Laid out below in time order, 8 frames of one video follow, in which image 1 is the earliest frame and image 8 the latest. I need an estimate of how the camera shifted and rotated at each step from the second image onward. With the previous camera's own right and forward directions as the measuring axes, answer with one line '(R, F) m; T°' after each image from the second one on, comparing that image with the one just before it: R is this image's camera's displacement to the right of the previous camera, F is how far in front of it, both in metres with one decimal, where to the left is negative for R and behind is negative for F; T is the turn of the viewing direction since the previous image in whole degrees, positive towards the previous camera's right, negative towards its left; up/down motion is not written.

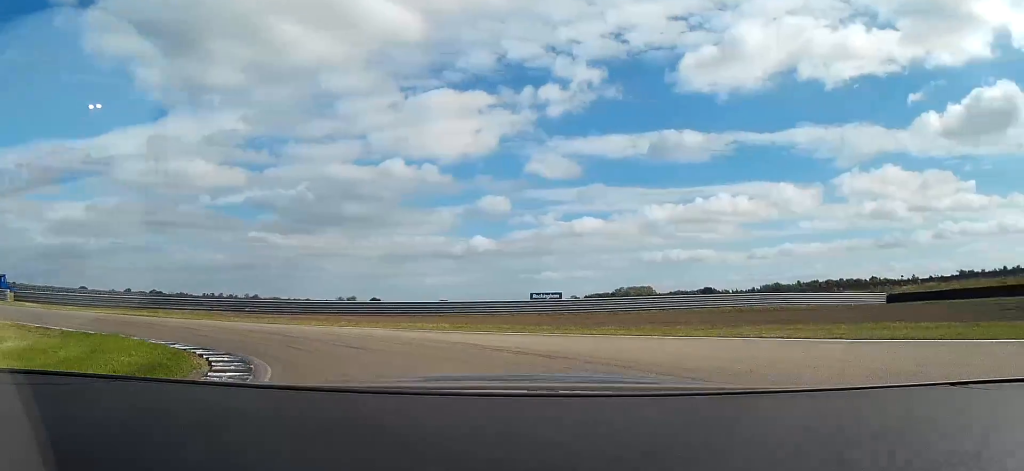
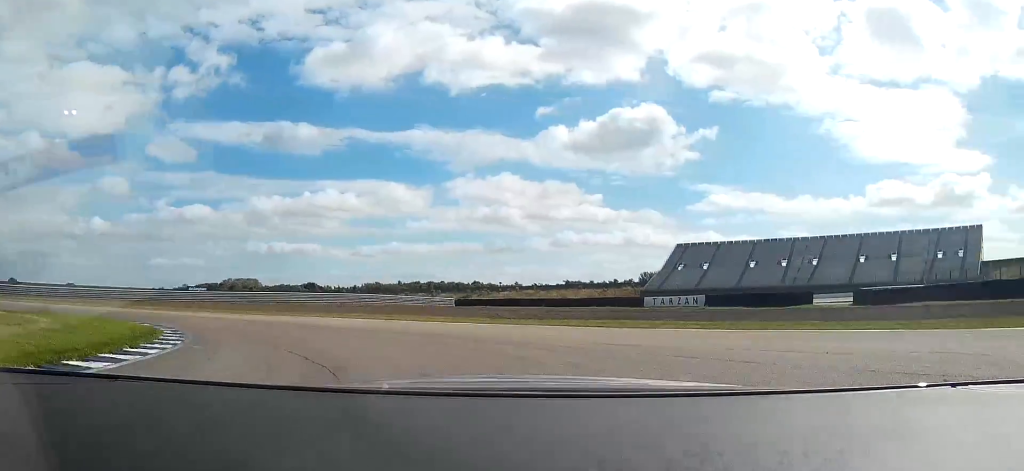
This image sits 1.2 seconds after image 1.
(+5.1, +18.2) m; +29°
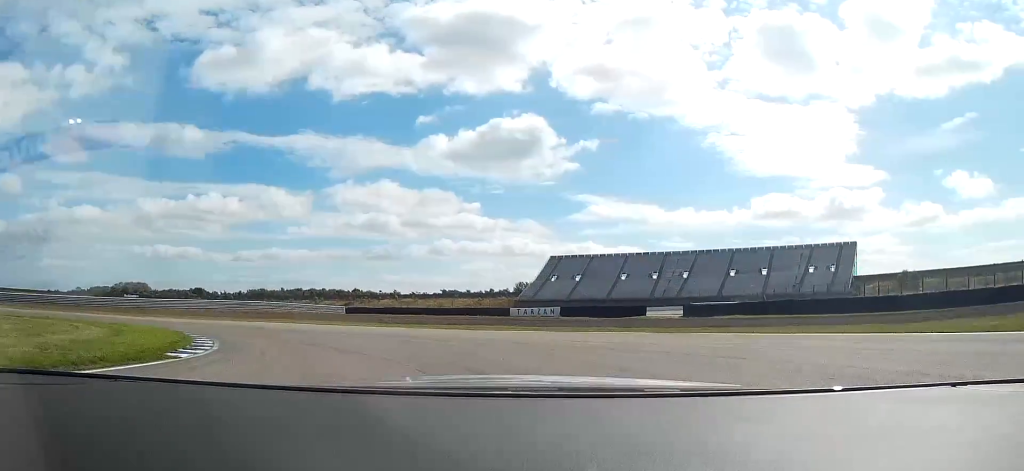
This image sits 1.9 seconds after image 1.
(+1.7, +11.4) m; +11°
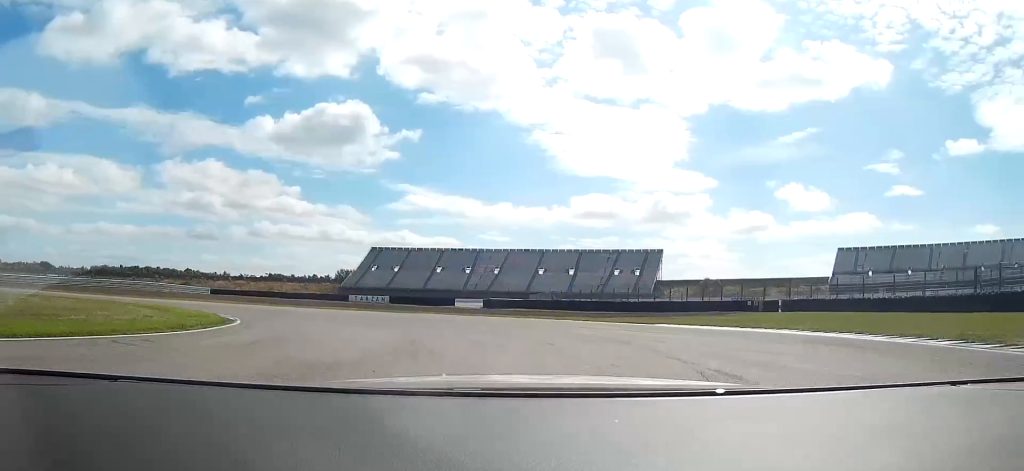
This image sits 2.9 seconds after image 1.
(+3.0, +20.3) m; +14°
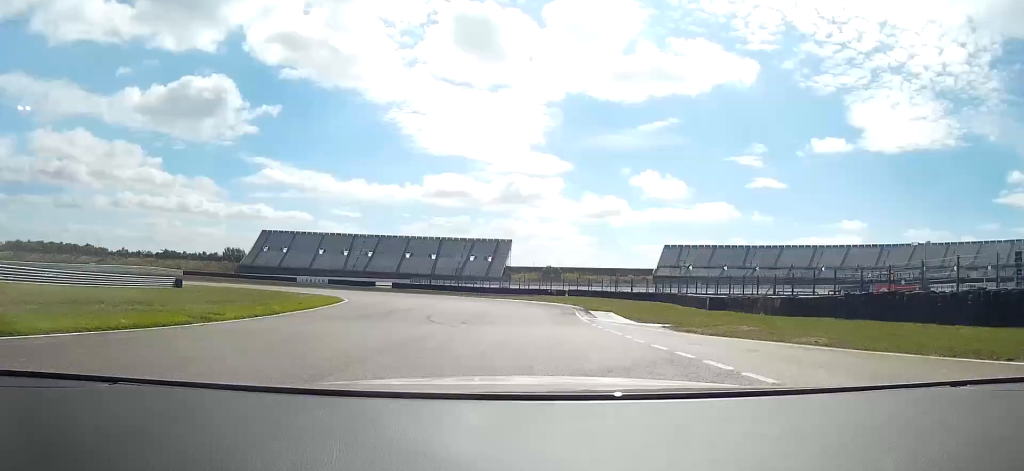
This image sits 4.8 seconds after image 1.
(+5.9, +46.5) m; +10°
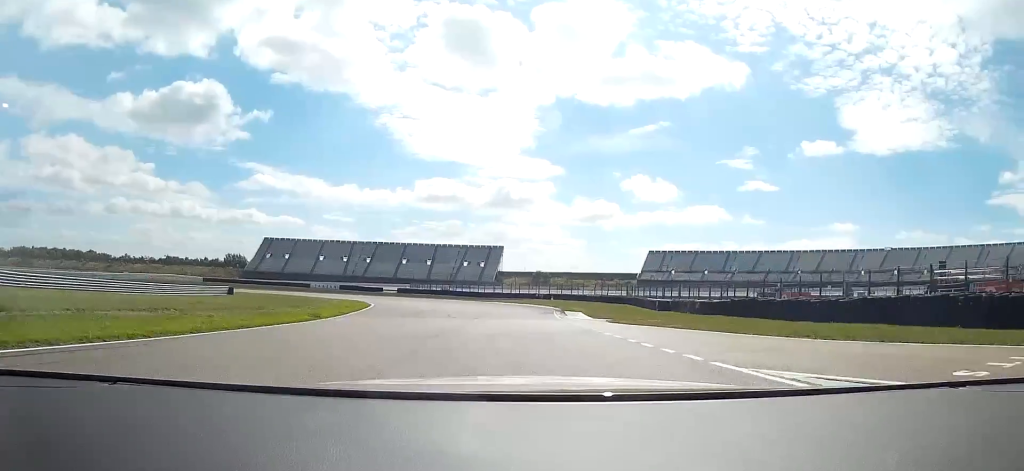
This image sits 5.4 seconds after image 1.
(+0.1, +14.7) m; +1°
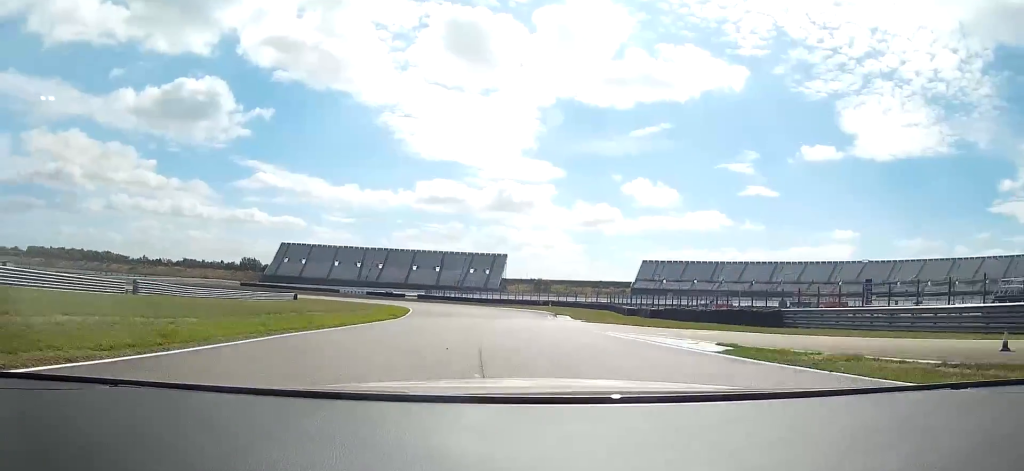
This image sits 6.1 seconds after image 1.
(+0.2, +21.4) m; 0°
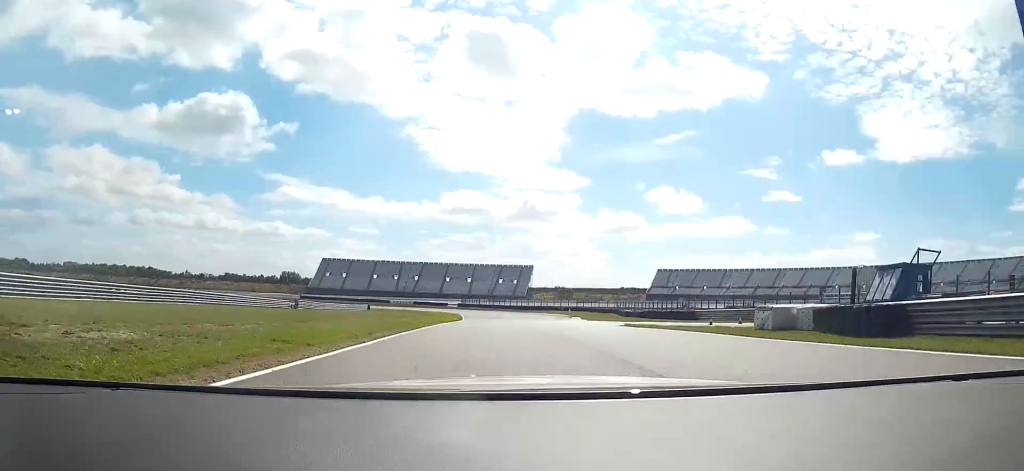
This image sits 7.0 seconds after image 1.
(-0.1, +27.2) m; -1°
